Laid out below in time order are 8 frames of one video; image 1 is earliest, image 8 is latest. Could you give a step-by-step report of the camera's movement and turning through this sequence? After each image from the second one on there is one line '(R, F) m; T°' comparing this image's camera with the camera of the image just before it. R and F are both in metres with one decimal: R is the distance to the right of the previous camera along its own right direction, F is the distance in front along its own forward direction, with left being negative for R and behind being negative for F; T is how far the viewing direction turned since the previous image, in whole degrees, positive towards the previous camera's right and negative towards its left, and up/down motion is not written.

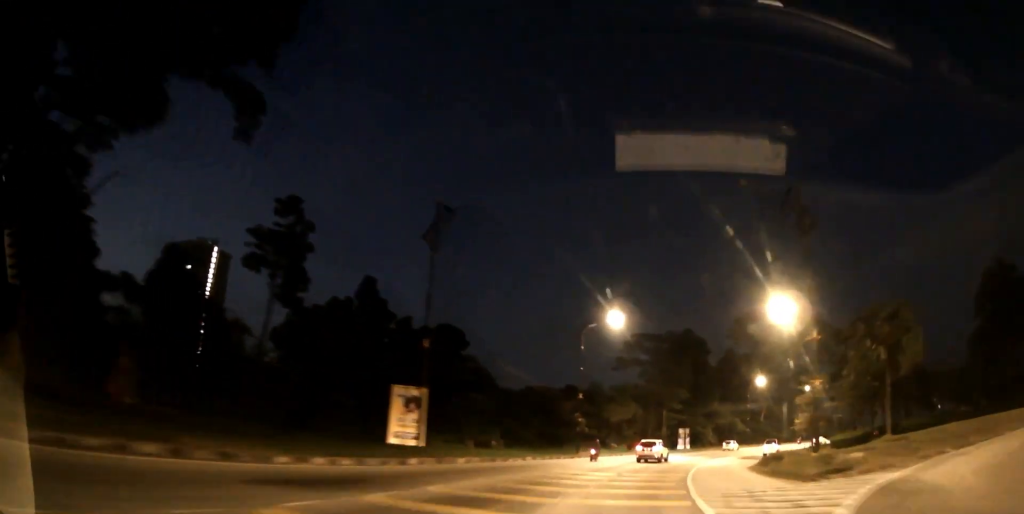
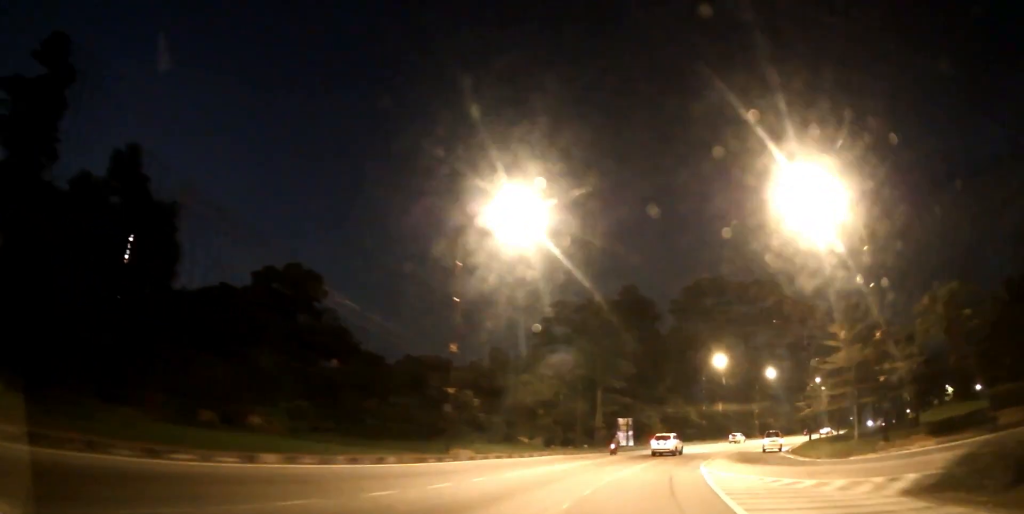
(+1.5, +22.7) m; +9°
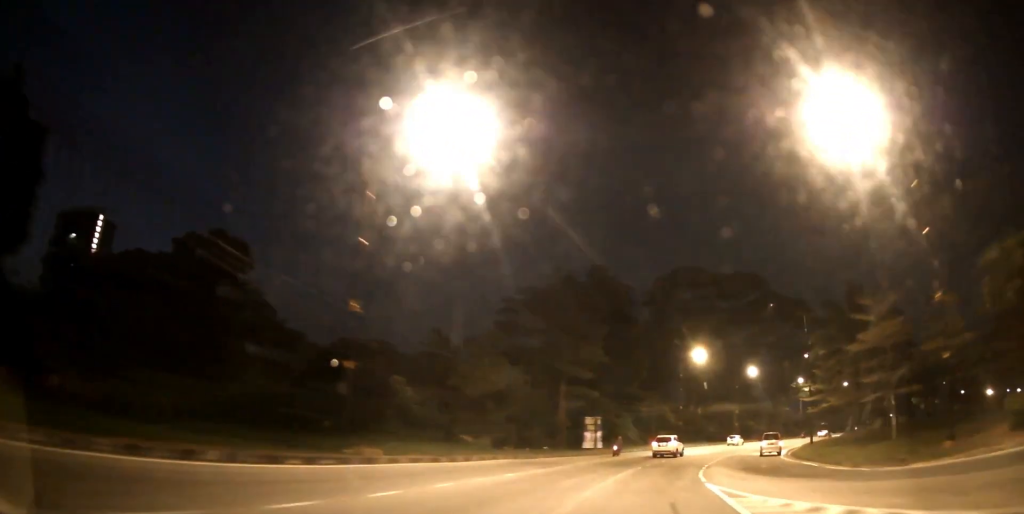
(0.0, +8.6) m; +5°
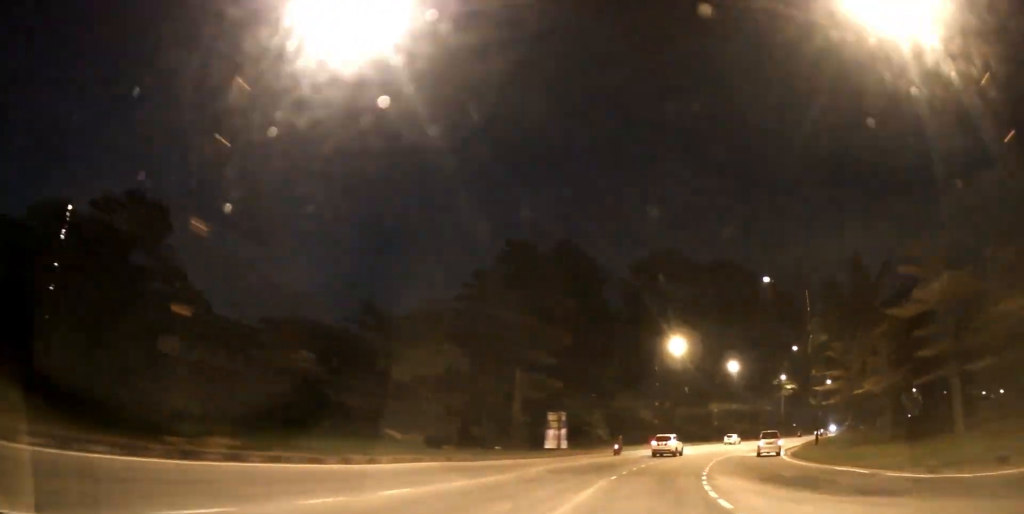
(+0.3, +7.2) m; +3°
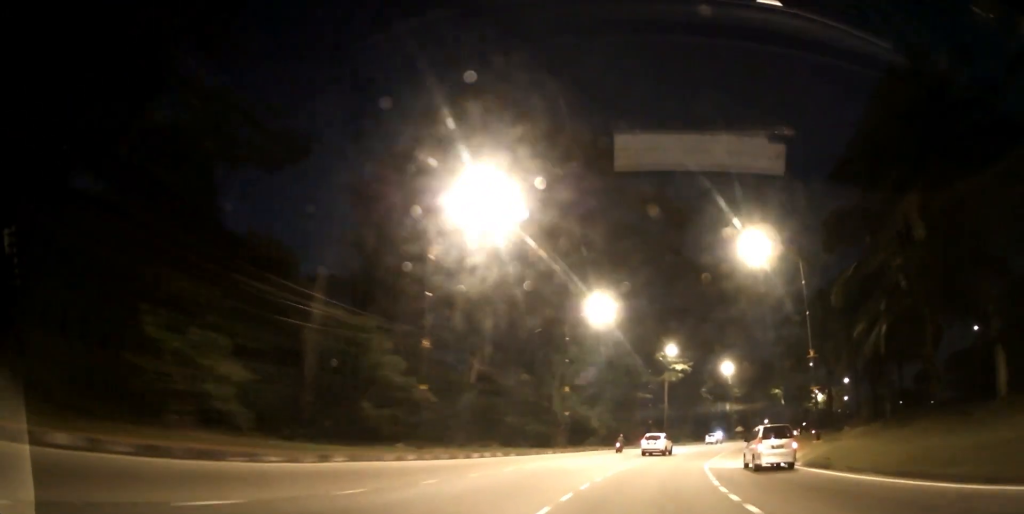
(+5.2, +42.6) m; +18°
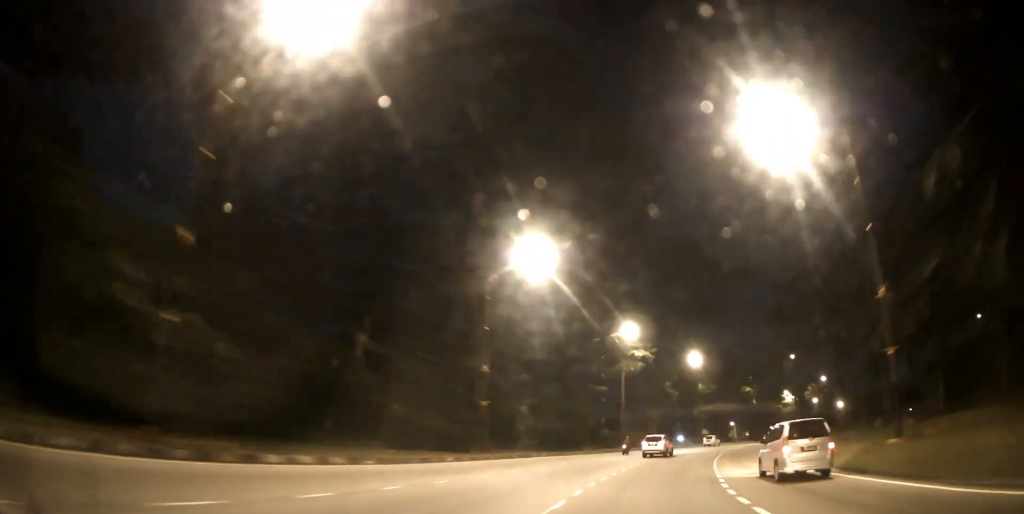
(+1.5, +14.7) m; +8°
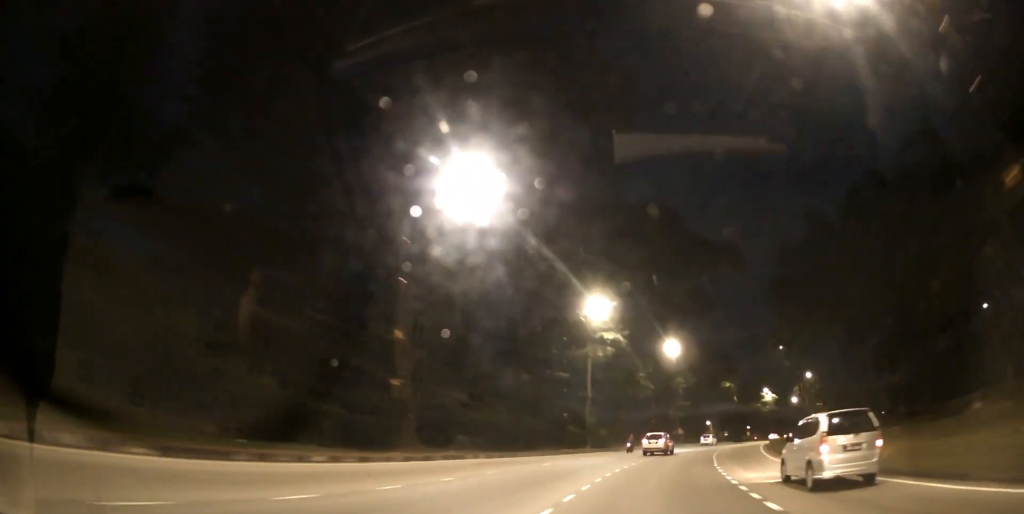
(+0.7, +9.7) m; +4°
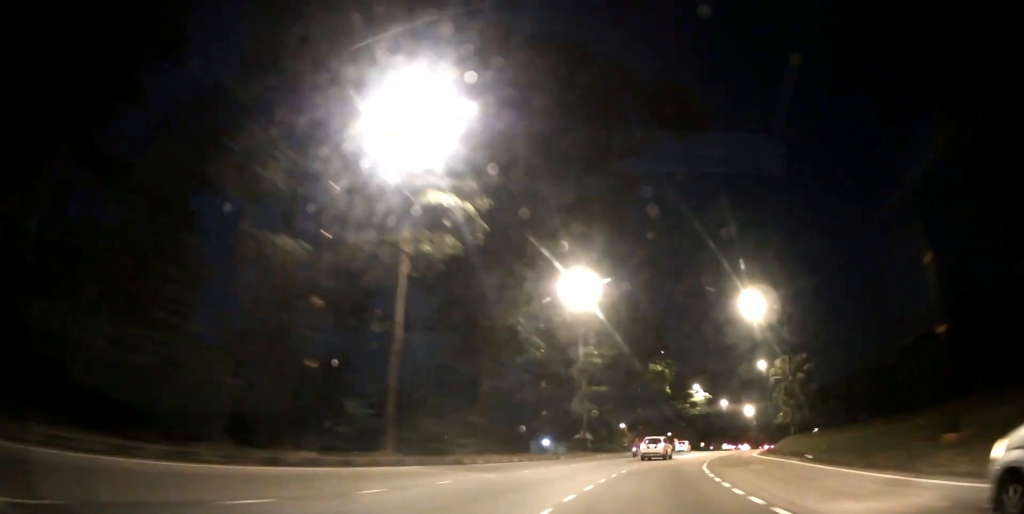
(+0.1, +30.0) m; 0°
